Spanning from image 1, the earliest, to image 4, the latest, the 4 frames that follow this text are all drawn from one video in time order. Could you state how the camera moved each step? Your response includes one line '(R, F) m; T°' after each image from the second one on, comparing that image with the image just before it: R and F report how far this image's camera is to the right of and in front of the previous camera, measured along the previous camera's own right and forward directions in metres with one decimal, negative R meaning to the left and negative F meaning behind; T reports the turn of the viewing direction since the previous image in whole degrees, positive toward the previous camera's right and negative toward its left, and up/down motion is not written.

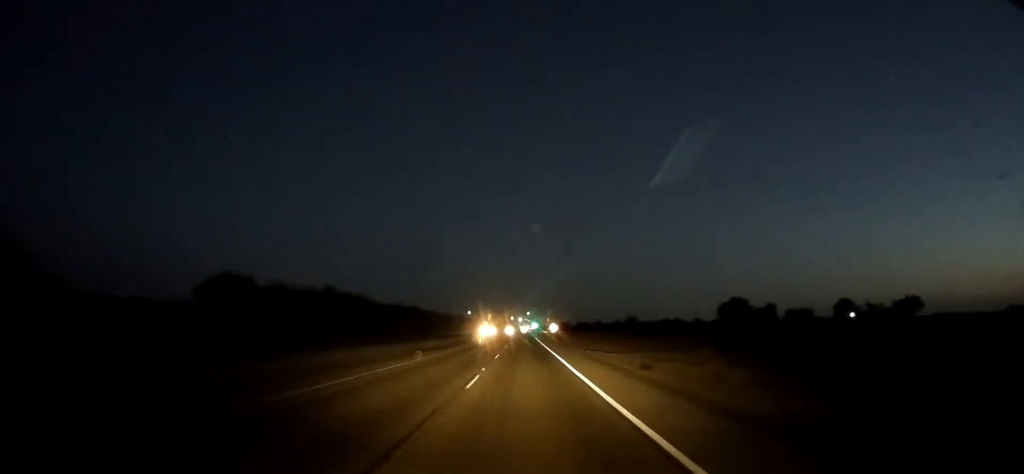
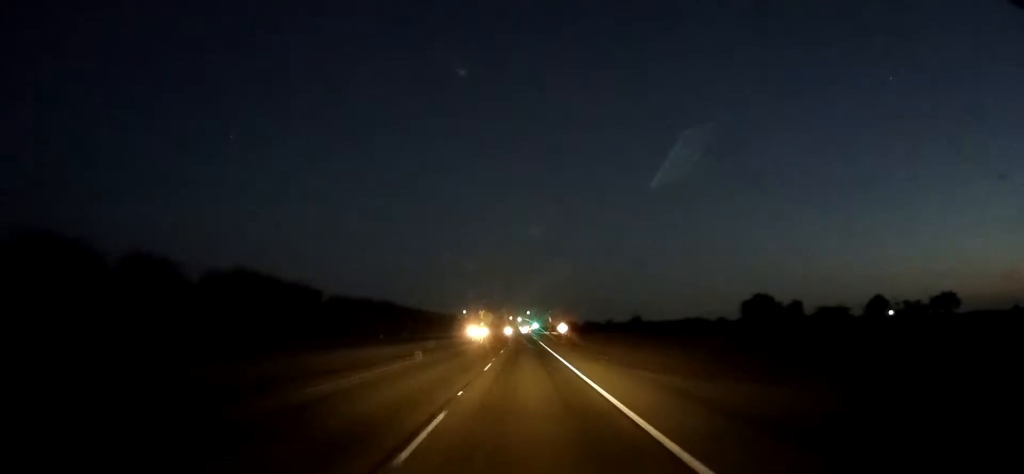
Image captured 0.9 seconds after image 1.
(0.0, +22.8) m; 0°
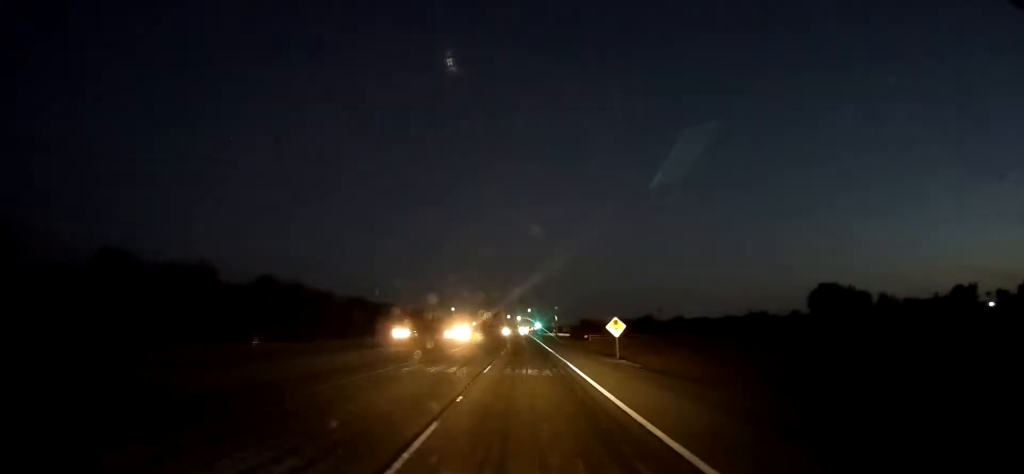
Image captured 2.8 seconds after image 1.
(0.0, +45.2) m; 0°
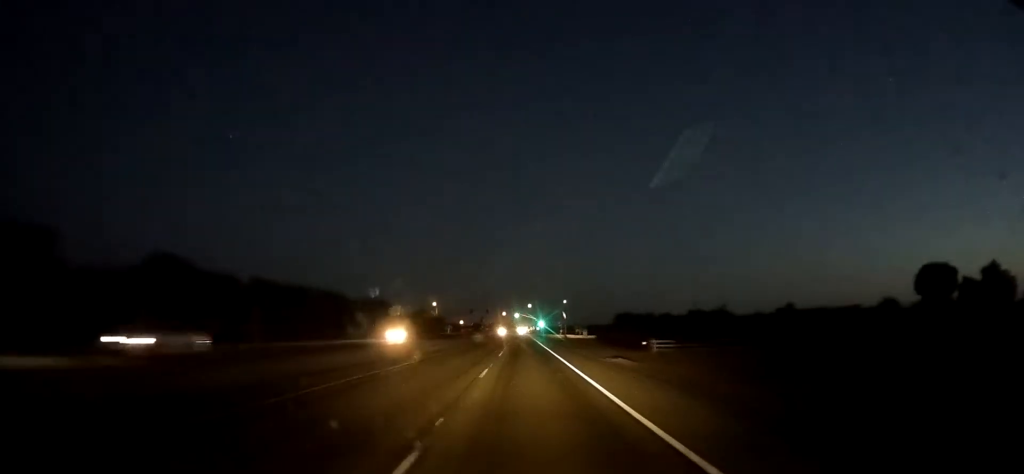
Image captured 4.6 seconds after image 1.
(0.0, +45.9) m; 0°
